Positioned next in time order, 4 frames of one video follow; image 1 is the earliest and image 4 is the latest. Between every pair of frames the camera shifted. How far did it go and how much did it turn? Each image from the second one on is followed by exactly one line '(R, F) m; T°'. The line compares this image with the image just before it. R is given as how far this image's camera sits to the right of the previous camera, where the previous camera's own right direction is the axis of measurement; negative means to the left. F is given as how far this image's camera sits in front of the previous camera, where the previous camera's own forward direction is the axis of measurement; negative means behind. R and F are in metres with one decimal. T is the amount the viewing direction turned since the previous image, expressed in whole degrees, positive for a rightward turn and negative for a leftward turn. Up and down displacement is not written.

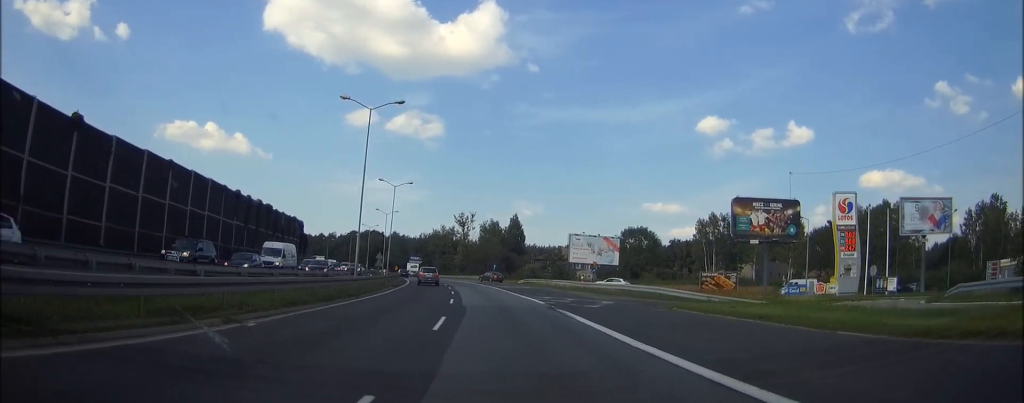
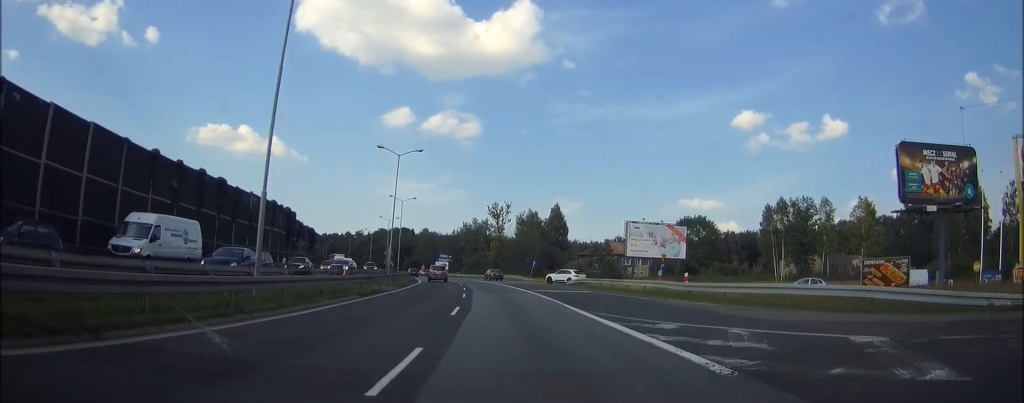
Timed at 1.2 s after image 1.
(-0.3, +19.4) m; -2°
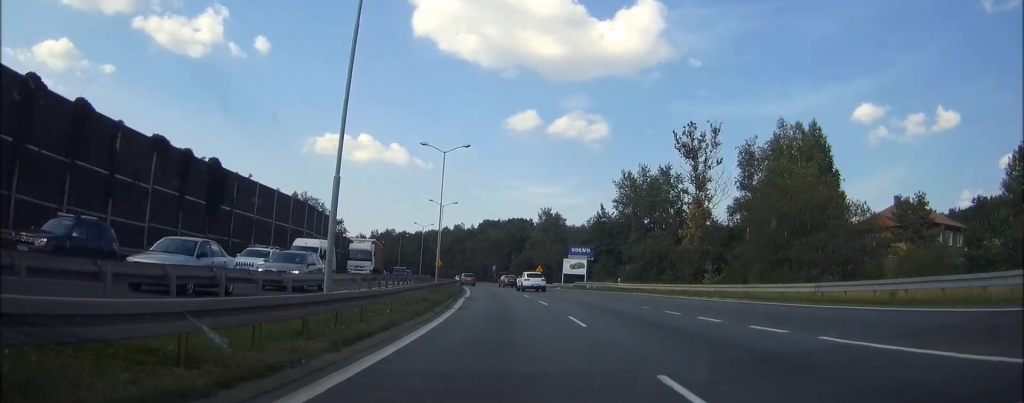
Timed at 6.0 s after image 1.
(-9.4, +80.5) m; -11°
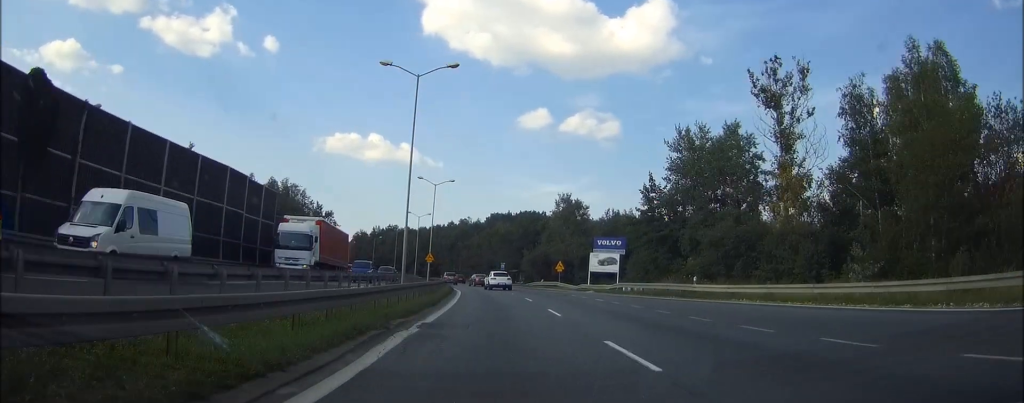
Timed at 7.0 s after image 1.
(-0.1, +20.6) m; -1°
